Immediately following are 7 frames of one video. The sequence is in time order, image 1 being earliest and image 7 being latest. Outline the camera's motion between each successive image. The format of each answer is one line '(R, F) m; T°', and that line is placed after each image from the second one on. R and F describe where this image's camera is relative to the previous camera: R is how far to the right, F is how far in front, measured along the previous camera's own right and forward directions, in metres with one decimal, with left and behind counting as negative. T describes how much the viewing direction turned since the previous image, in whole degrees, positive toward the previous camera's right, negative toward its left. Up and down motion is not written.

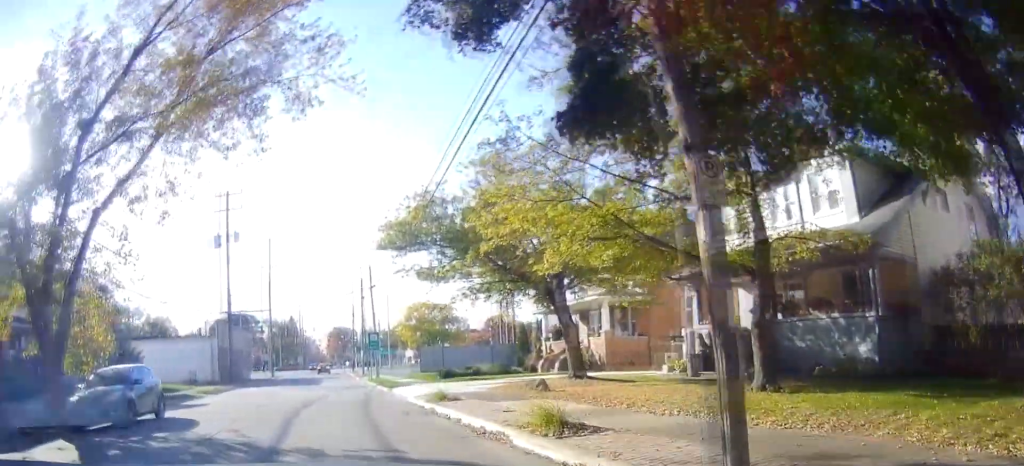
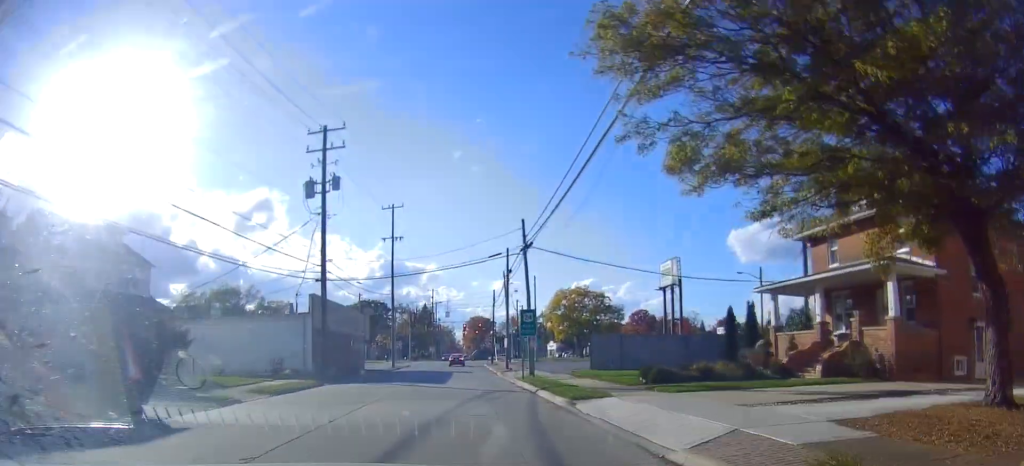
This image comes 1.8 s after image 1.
(-1.0, +8.6) m; -12°
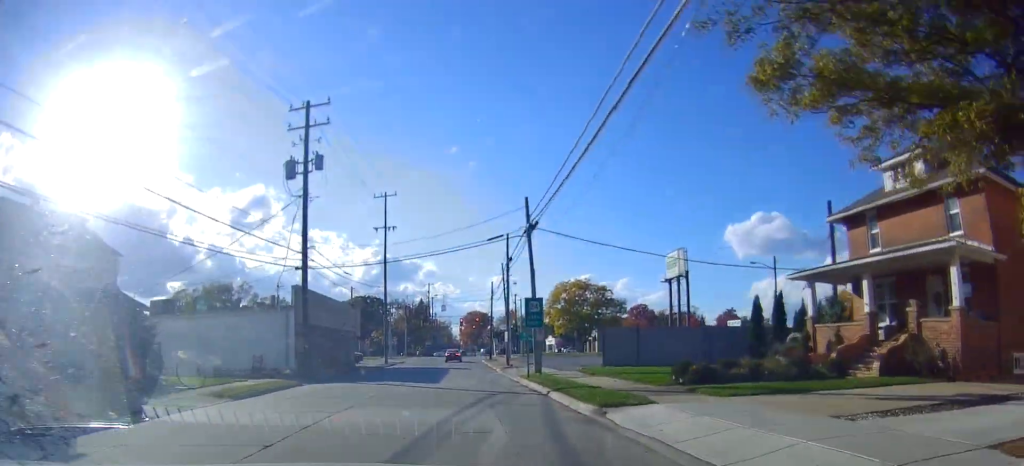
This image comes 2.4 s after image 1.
(-0.1, +3.0) m; -2°
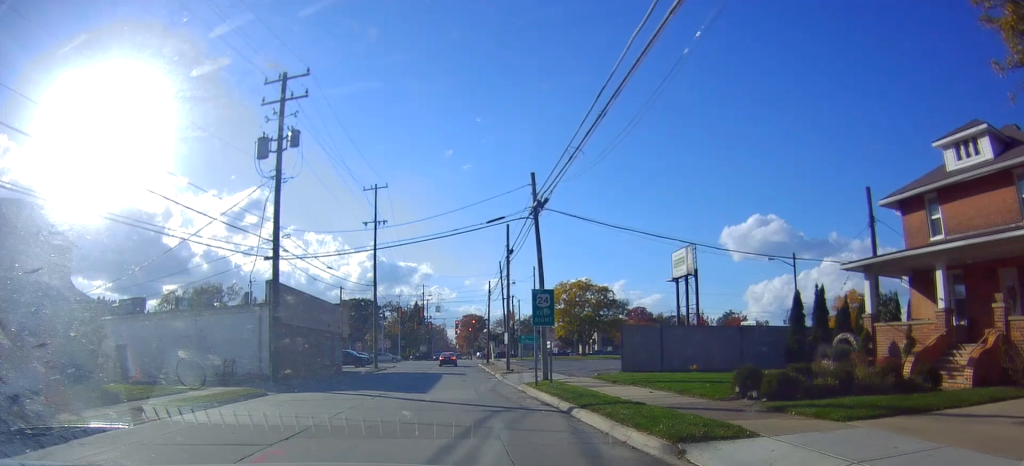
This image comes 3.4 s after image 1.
(-0.1, +4.8) m; -3°
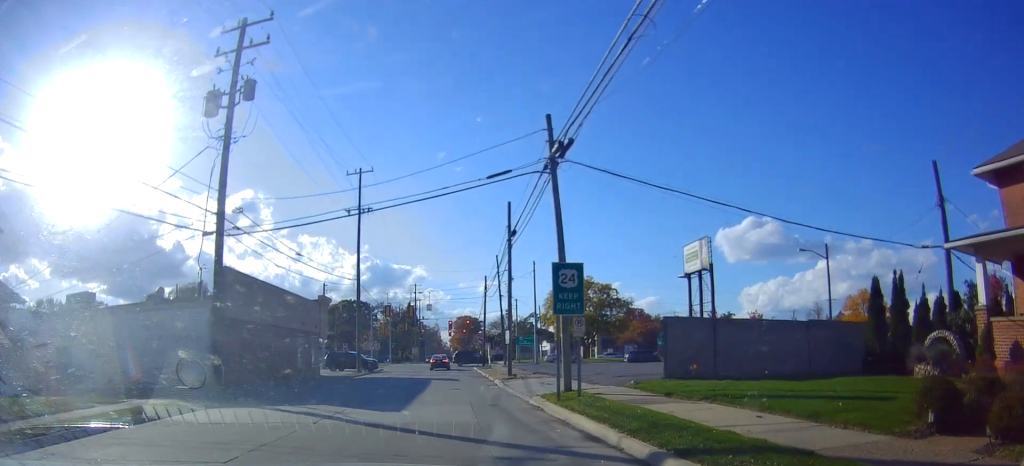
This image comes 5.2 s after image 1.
(-0.2, +7.5) m; -2°
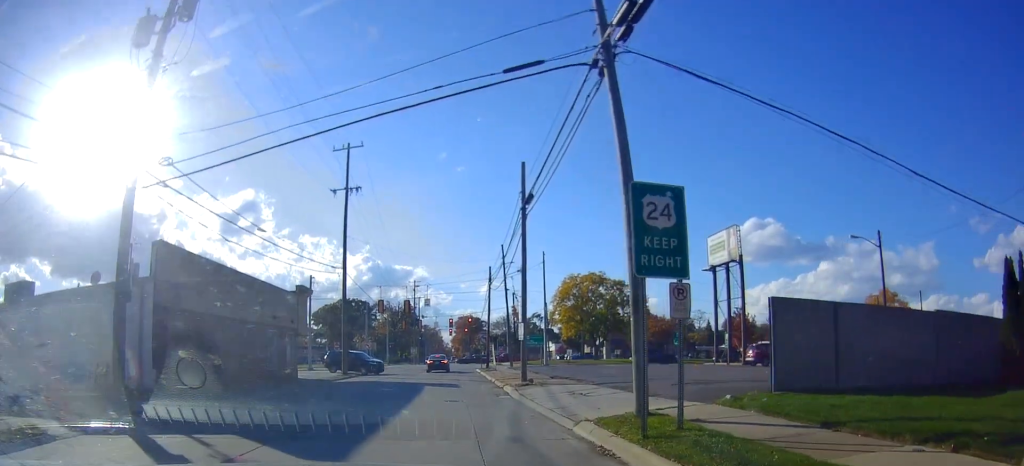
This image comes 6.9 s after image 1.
(0.0, +7.0) m; 0°
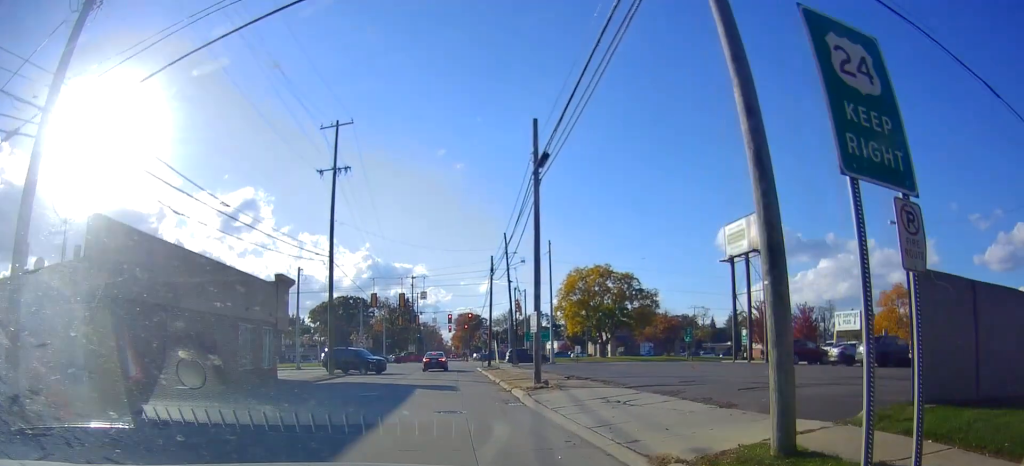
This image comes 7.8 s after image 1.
(0.0, +4.0) m; -1°
